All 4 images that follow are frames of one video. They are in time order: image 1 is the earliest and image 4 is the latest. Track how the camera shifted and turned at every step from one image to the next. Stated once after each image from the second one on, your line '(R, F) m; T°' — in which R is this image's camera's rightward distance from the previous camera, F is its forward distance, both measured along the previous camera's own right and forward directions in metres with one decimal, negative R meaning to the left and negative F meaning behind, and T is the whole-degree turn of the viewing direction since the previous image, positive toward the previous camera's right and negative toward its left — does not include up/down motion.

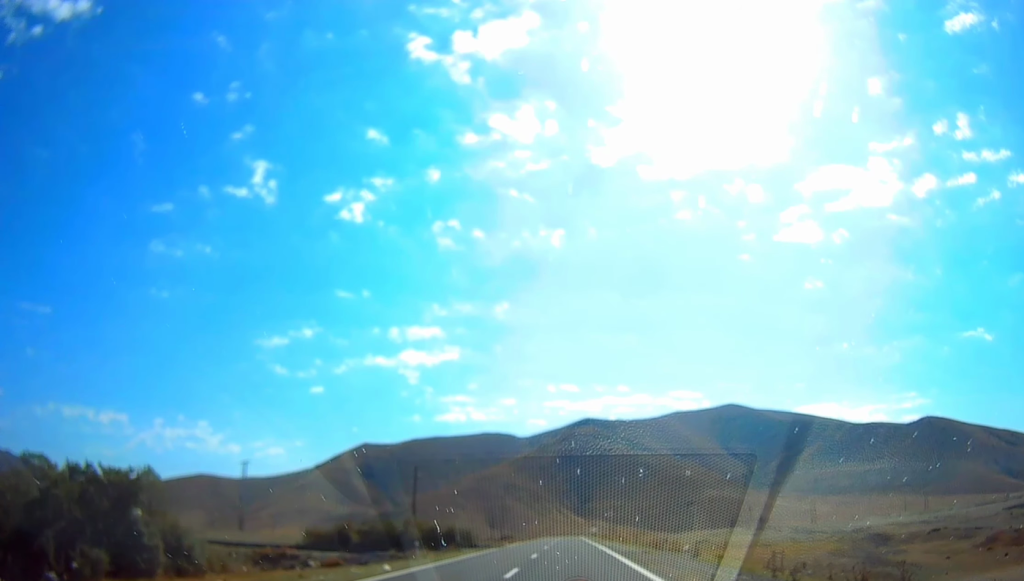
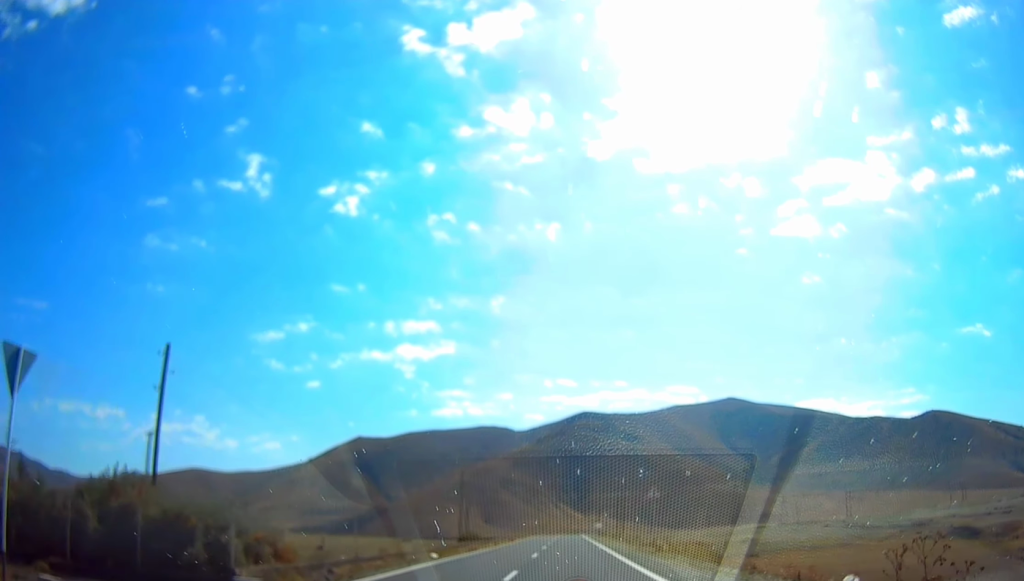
(-0.4, +39.1) m; 0°
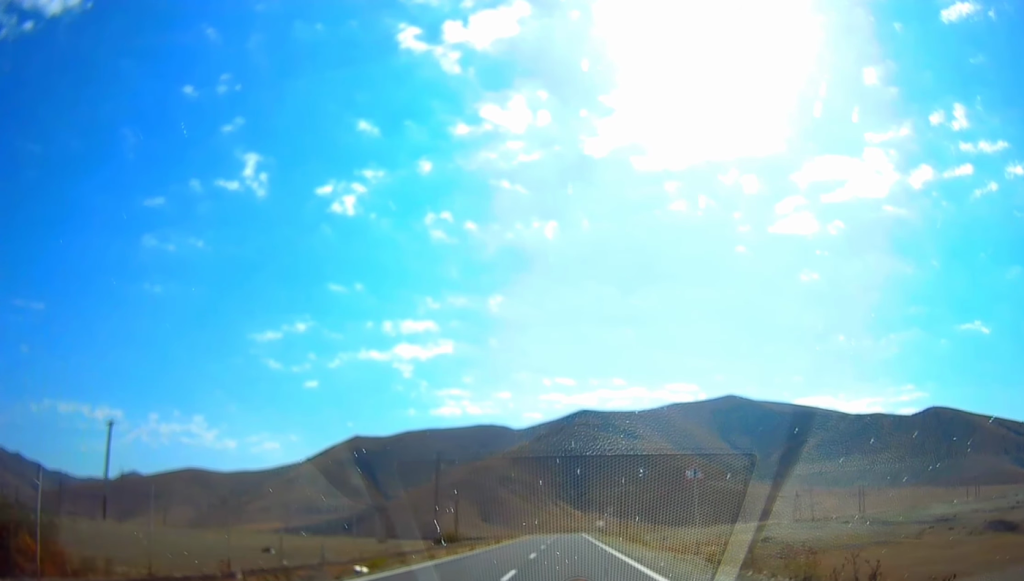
(-0.1, +12.1) m; +1°
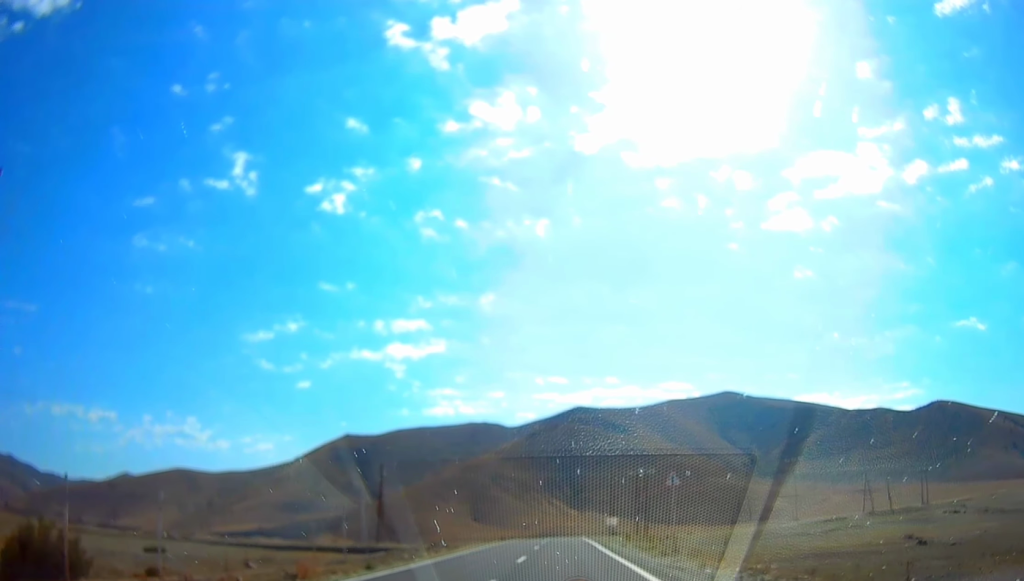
(-0.2, +46.6) m; -2°
